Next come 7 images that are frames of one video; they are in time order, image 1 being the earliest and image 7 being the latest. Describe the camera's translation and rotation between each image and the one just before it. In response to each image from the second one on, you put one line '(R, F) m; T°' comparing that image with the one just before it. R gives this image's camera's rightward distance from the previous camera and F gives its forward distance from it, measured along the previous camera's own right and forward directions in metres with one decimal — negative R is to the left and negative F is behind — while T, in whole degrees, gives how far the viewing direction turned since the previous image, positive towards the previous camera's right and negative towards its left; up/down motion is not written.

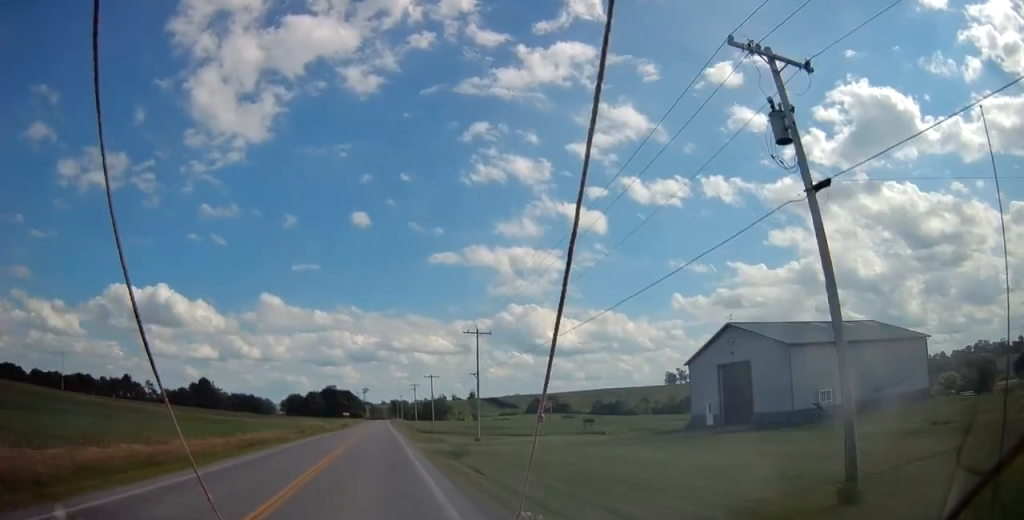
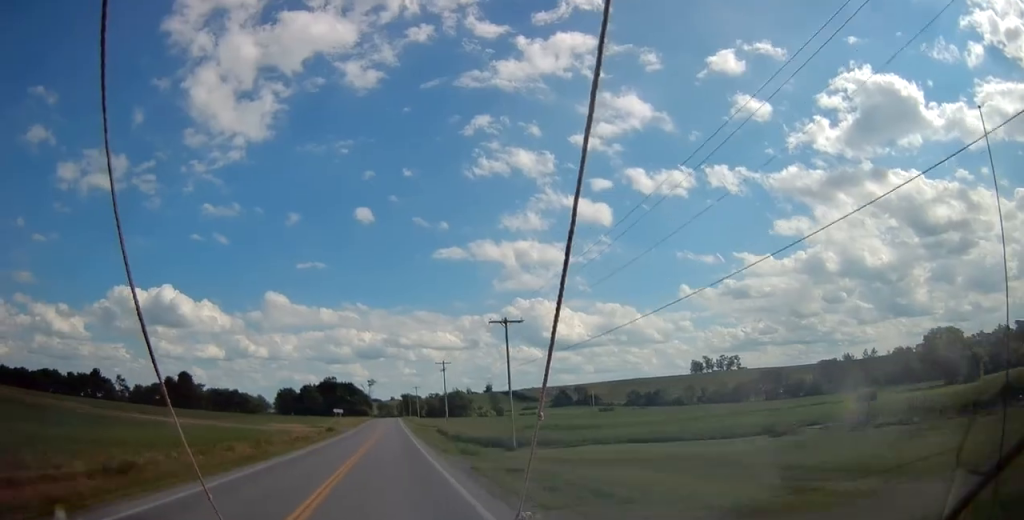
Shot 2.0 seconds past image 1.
(-0.4, +50.6) m; 0°
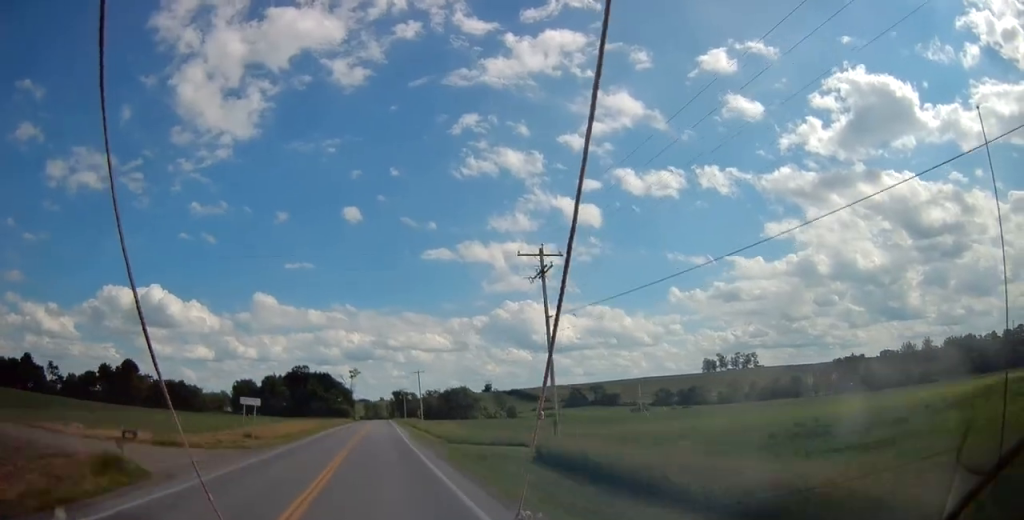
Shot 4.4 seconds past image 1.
(+0.2, +60.0) m; 0°
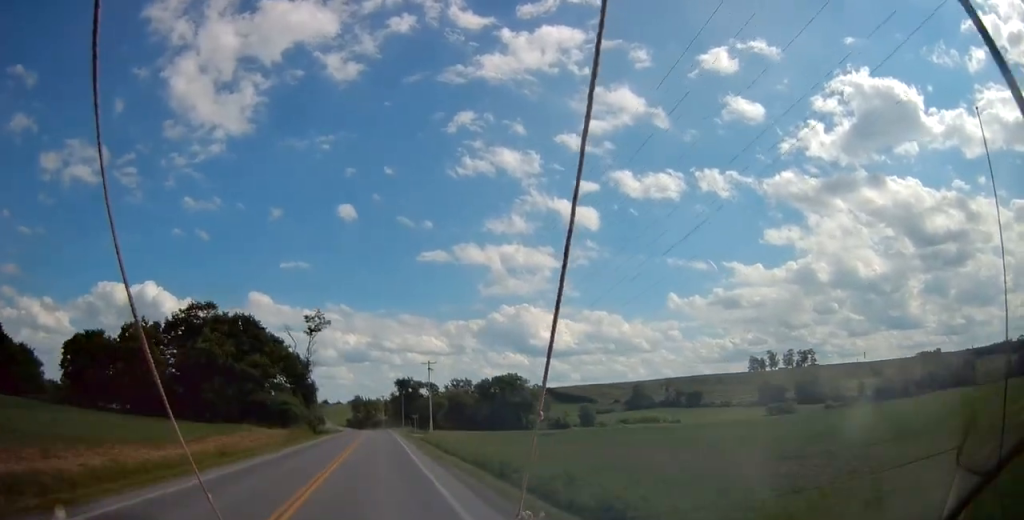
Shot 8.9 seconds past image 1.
(+0.2, +112.0) m; 0°
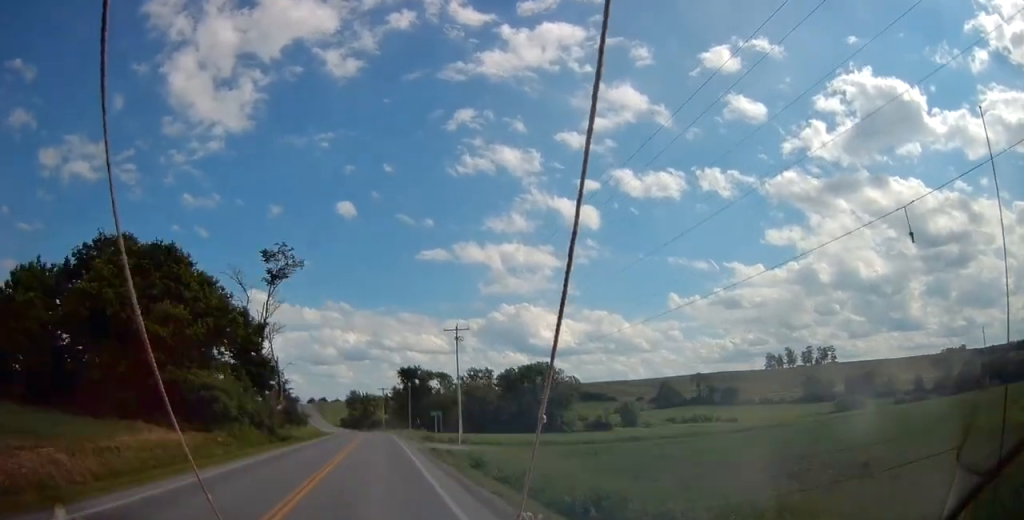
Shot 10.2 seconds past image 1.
(+0.3, +32.5) m; -1°
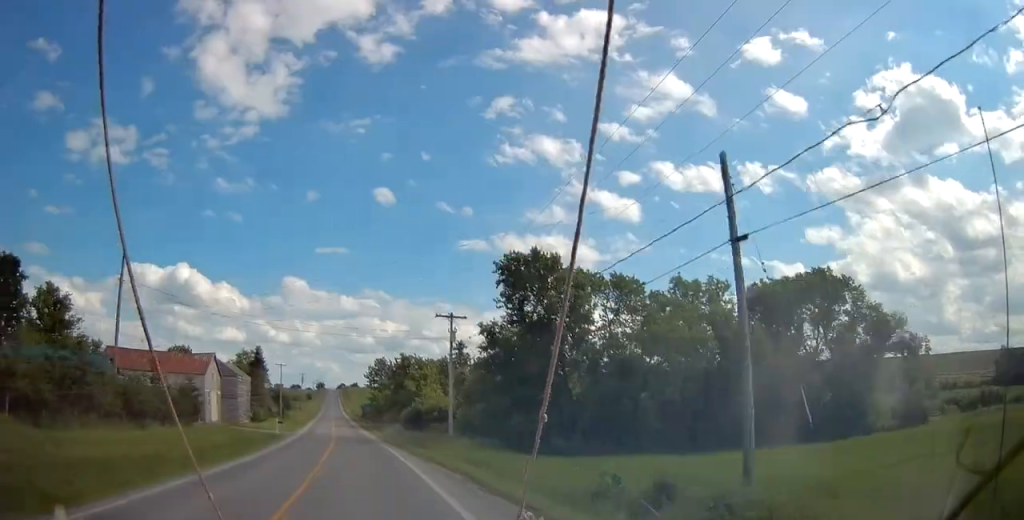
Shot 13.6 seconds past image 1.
(-2.3, +86.1) m; -4°
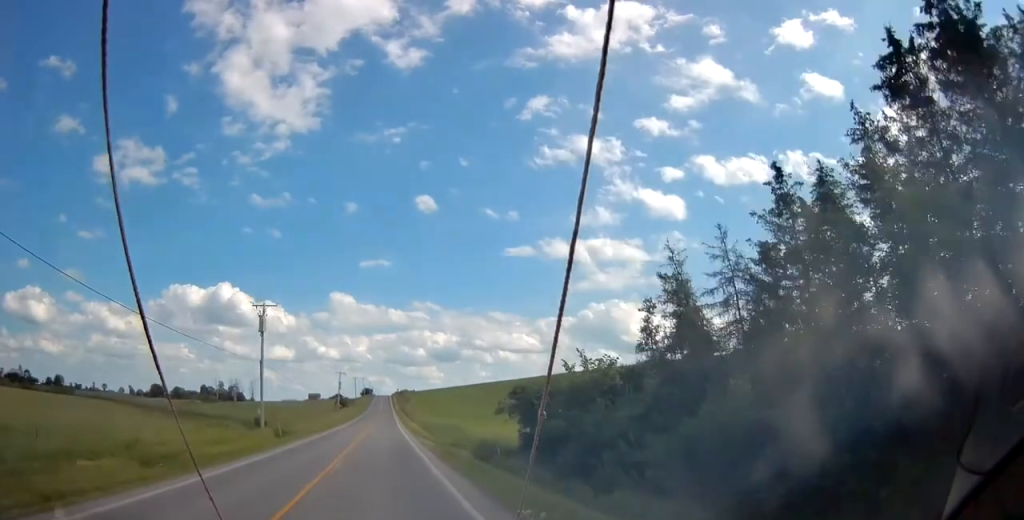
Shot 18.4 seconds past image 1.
(-5.3, +124.3) m; -3°
